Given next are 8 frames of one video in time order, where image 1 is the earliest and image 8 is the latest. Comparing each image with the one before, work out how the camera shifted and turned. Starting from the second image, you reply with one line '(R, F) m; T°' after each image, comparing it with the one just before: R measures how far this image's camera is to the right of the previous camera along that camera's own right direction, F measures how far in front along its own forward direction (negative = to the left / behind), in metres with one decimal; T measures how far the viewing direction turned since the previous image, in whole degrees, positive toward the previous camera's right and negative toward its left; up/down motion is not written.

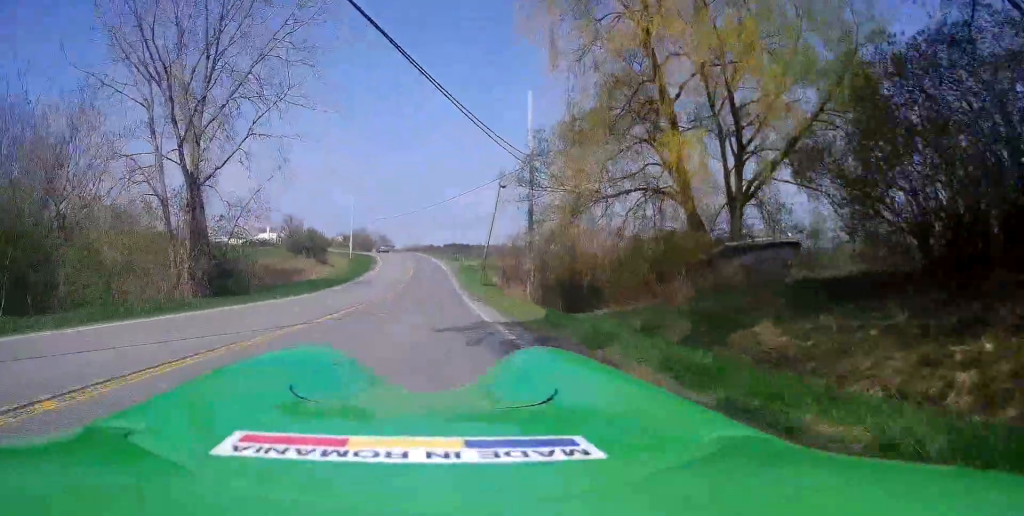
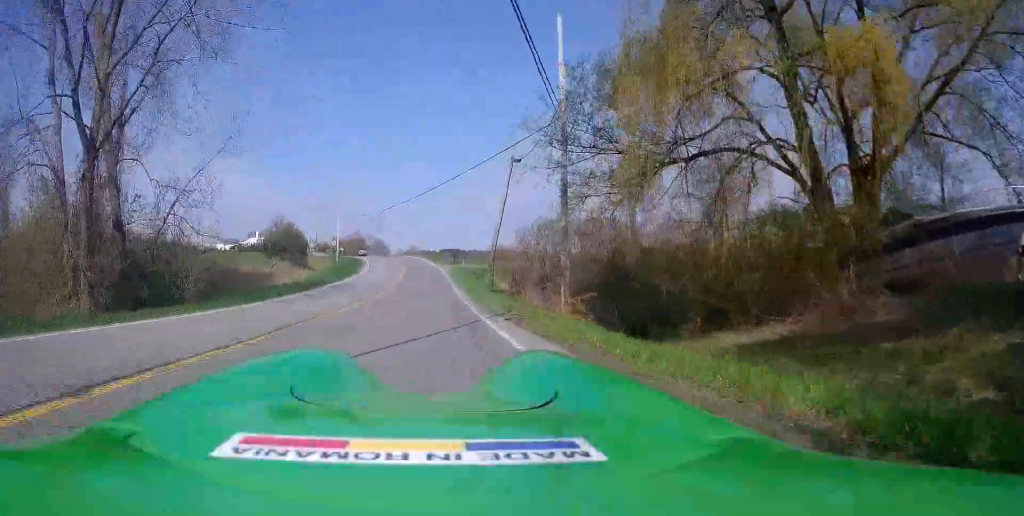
(+0.5, +9.0) m; +1°
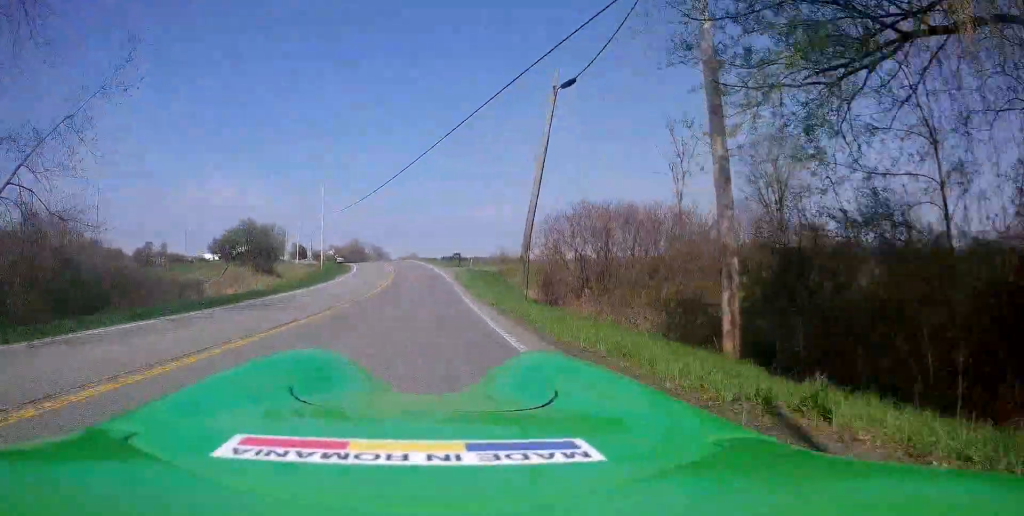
(-0.3, +11.9) m; -3°
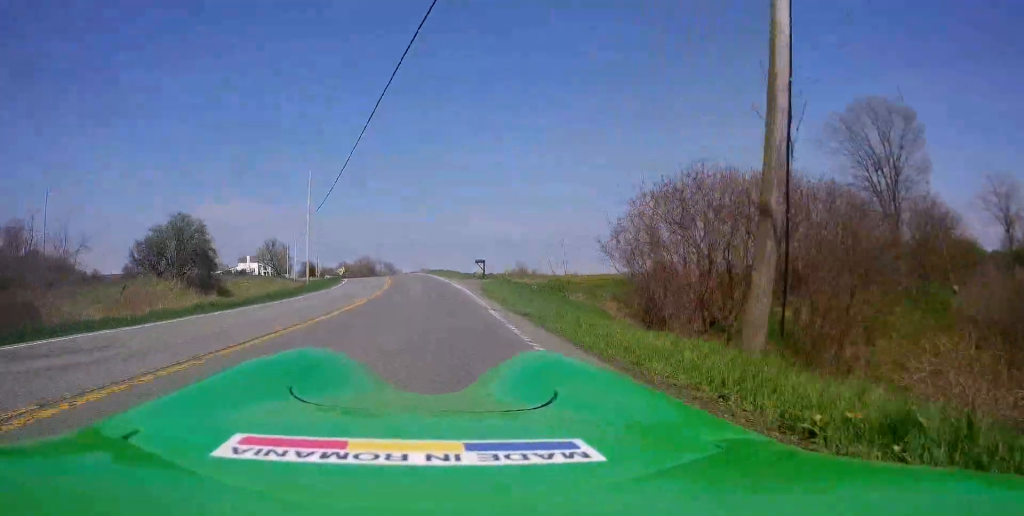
(-0.5, +14.5) m; +1°
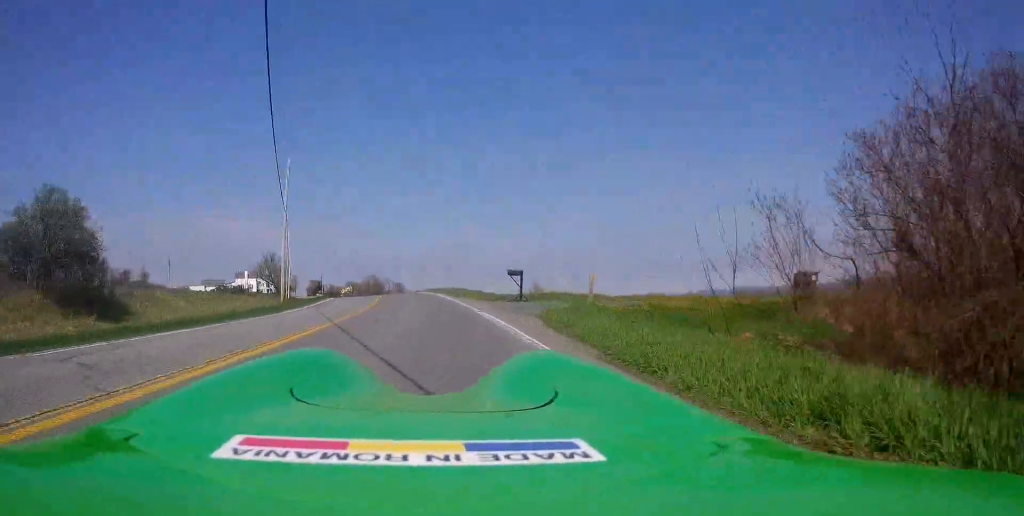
(+0.7, +13.1) m; 0°
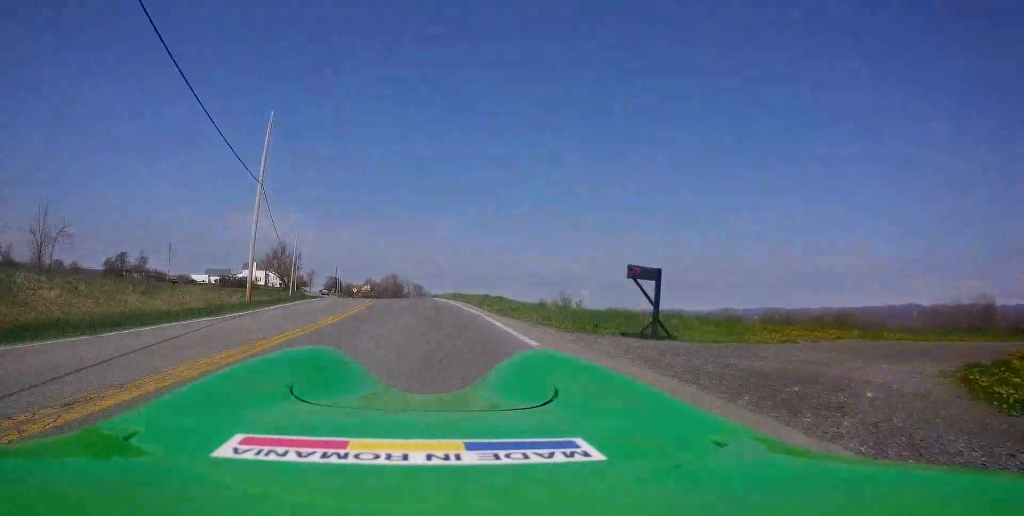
(-0.7, +13.1) m; -4°
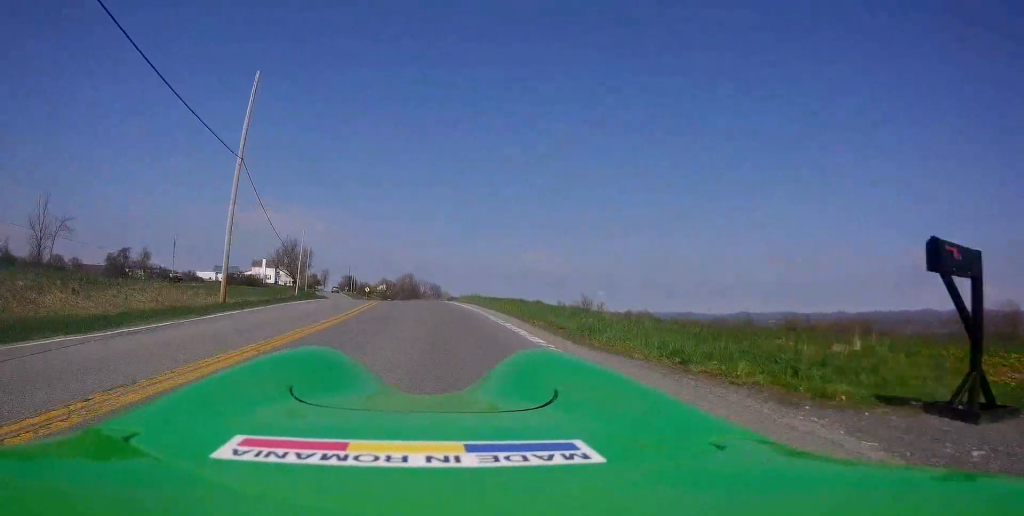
(-0.2, +6.9) m; -2°
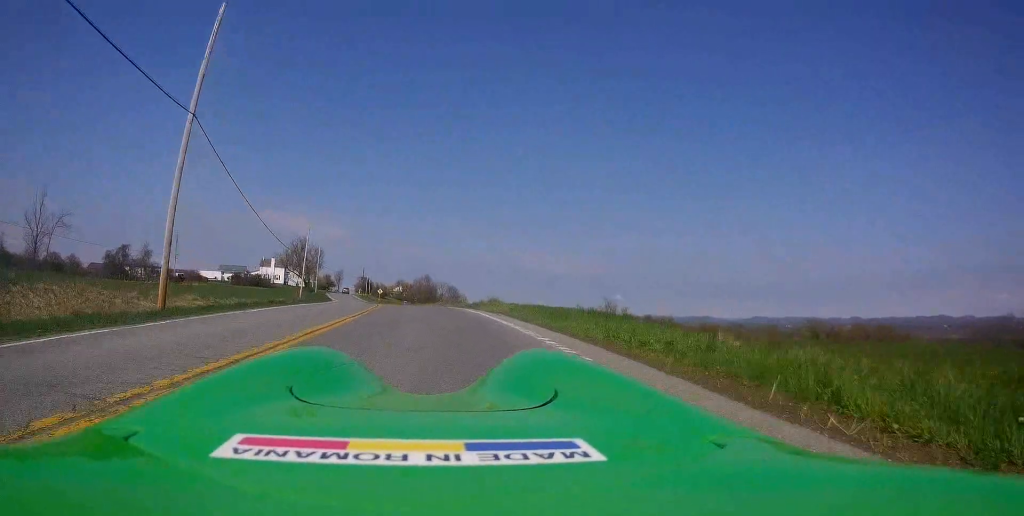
(-0.1, +8.4) m; -3°
